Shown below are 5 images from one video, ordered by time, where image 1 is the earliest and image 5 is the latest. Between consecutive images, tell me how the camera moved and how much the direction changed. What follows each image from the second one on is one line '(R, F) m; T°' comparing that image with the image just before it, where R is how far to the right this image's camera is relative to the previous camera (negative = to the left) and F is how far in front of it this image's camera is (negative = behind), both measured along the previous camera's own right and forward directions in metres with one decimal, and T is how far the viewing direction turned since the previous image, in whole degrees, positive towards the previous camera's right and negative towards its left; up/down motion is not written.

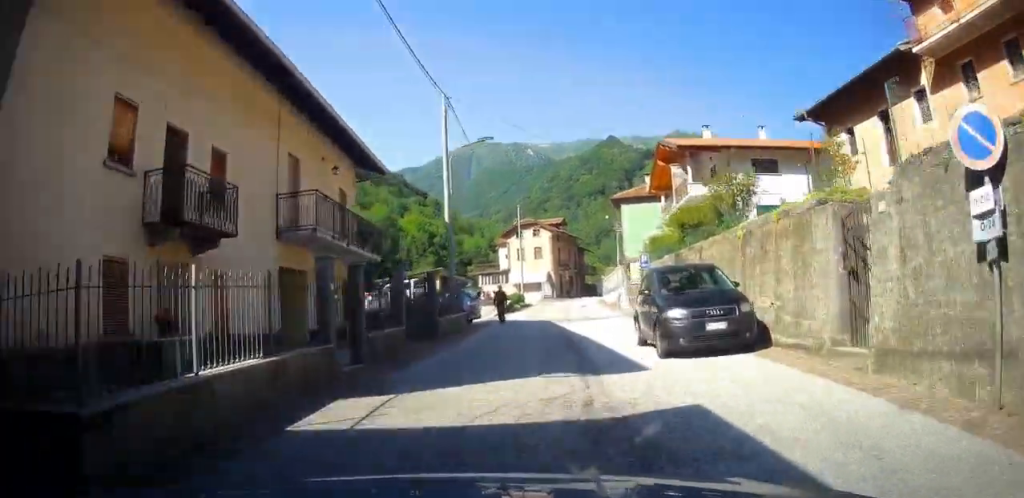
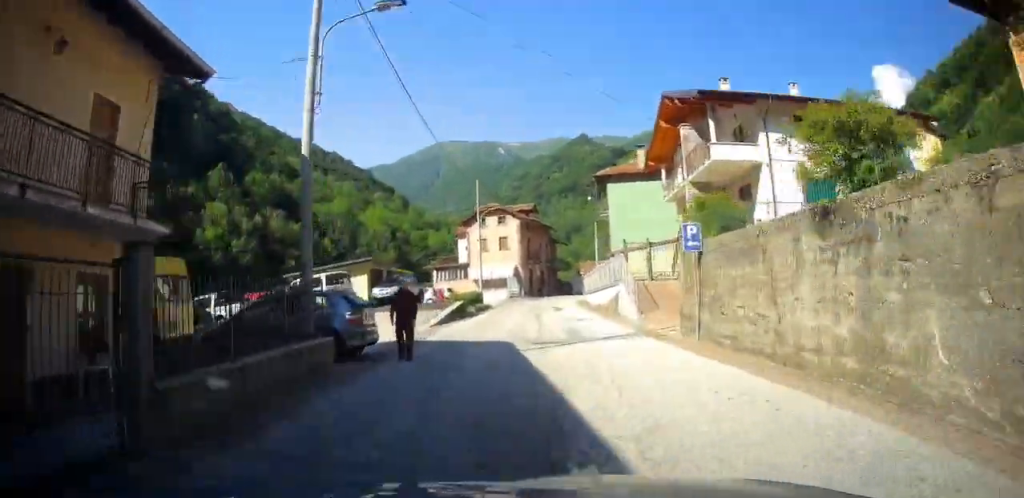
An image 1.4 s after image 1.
(0.0, +10.9) m; -6°
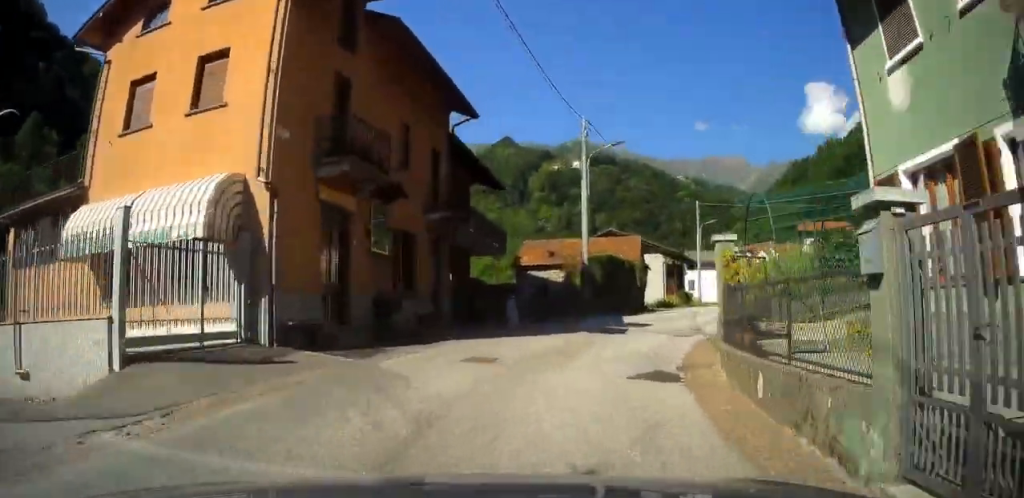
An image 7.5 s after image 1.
(+6.9, +44.0) m; +28°
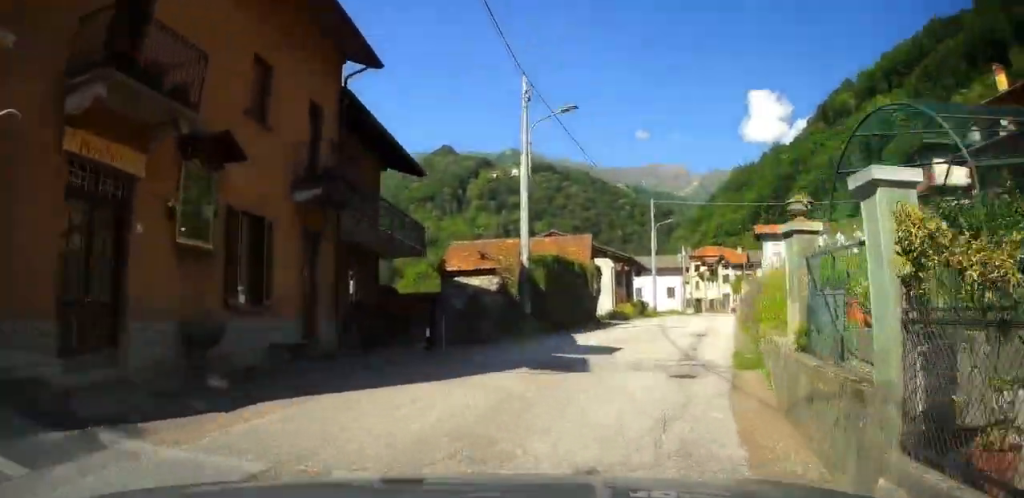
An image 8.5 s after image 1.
(-1.0, +7.8) m; +3°
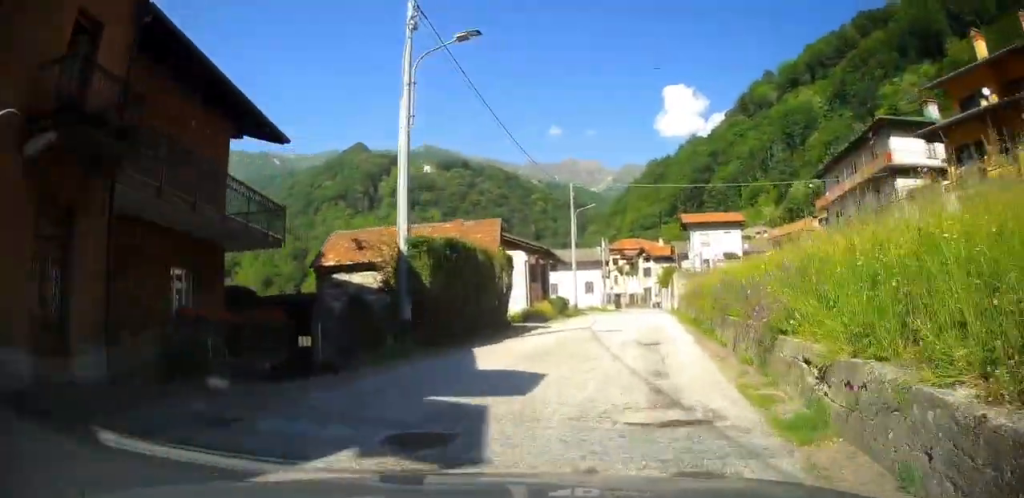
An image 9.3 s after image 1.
(+1.2, +6.9) m; +2°
